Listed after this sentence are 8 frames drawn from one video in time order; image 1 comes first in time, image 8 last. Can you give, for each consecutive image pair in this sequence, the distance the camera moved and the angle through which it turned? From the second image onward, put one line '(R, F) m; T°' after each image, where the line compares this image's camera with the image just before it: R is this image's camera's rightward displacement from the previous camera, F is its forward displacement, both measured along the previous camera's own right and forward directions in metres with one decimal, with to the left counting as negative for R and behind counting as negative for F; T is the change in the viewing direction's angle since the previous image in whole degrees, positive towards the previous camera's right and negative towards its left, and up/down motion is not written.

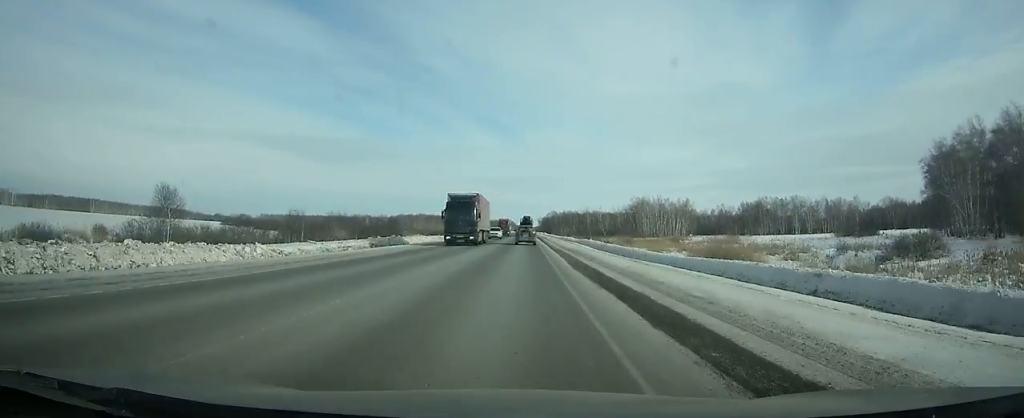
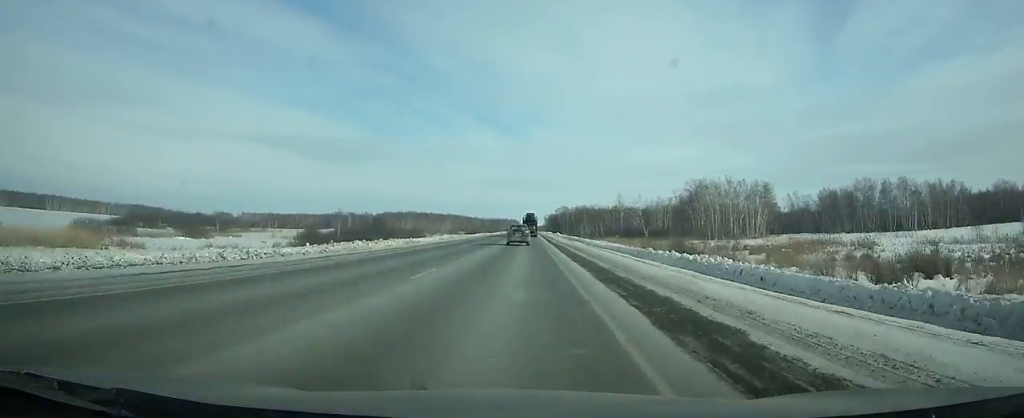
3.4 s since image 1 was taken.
(-0.1, +89.5) m; 0°
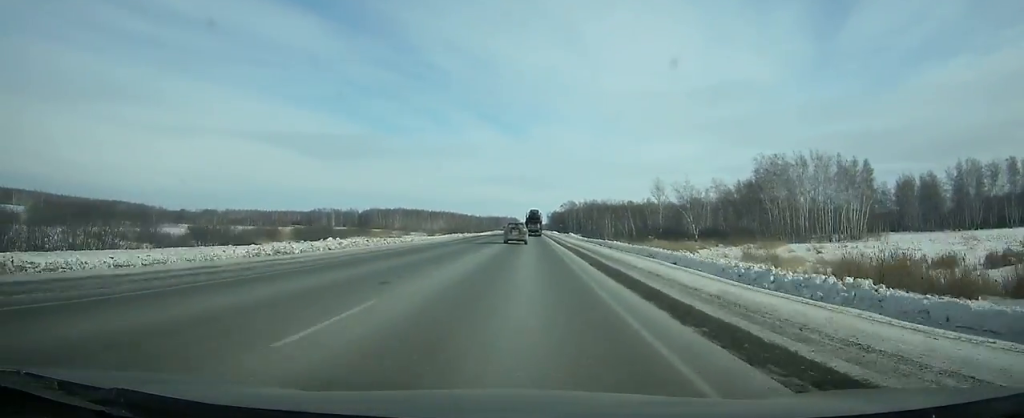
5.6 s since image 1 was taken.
(0.0, +57.2) m; 0°
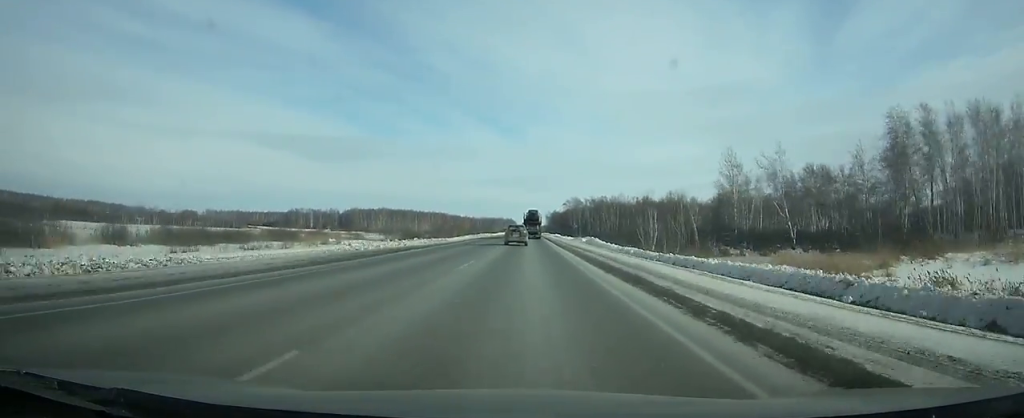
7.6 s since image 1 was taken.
(0.0, +51.8) m; 0°
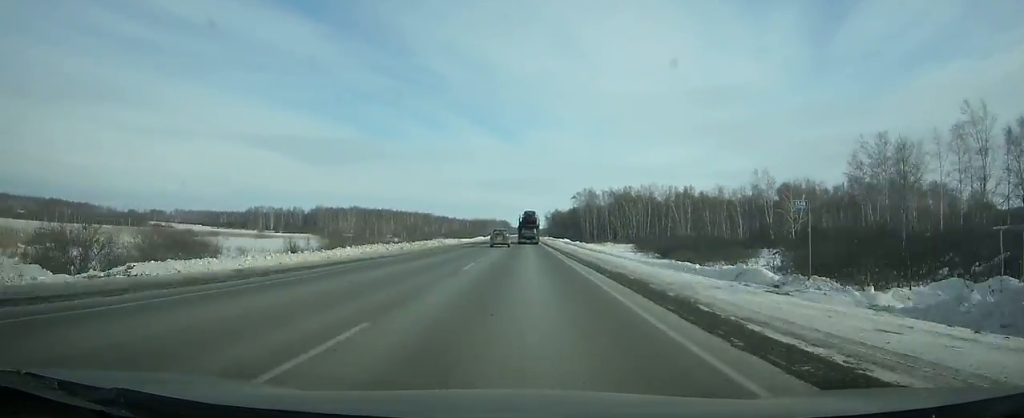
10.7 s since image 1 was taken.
(0.0, +80.4) m; 0°
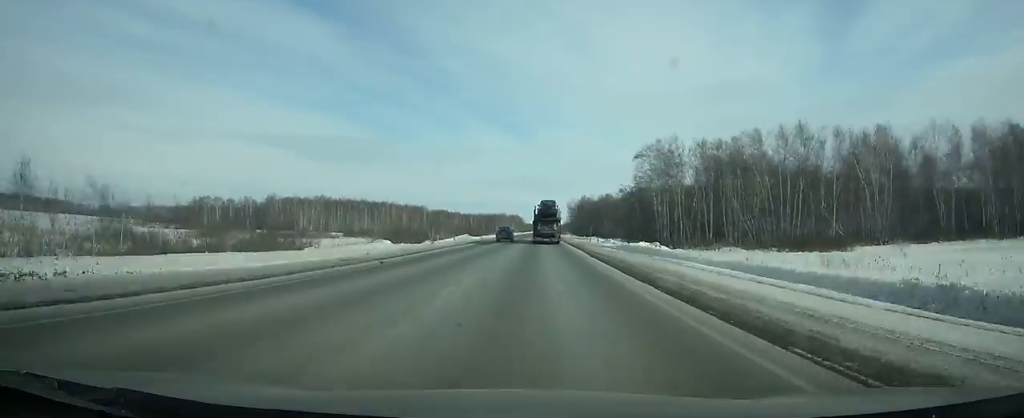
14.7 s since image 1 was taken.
(-0.6, +107.2) m; -1°
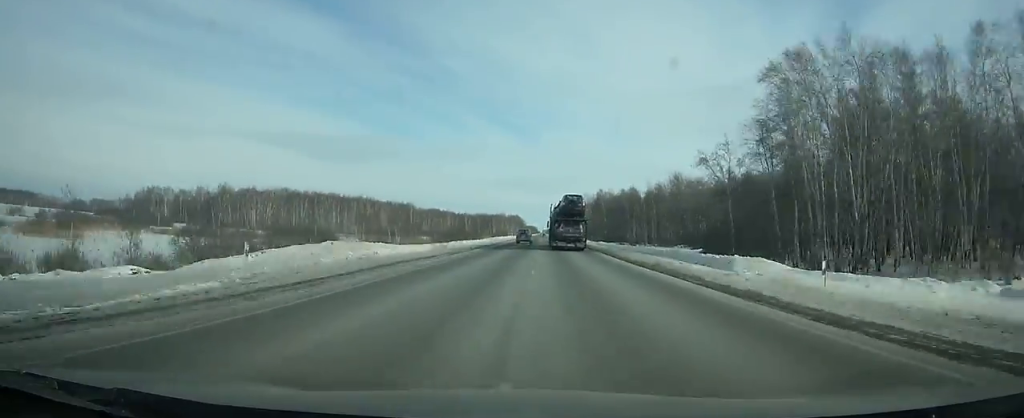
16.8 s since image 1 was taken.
(-0.3, +58.1) m; 0°
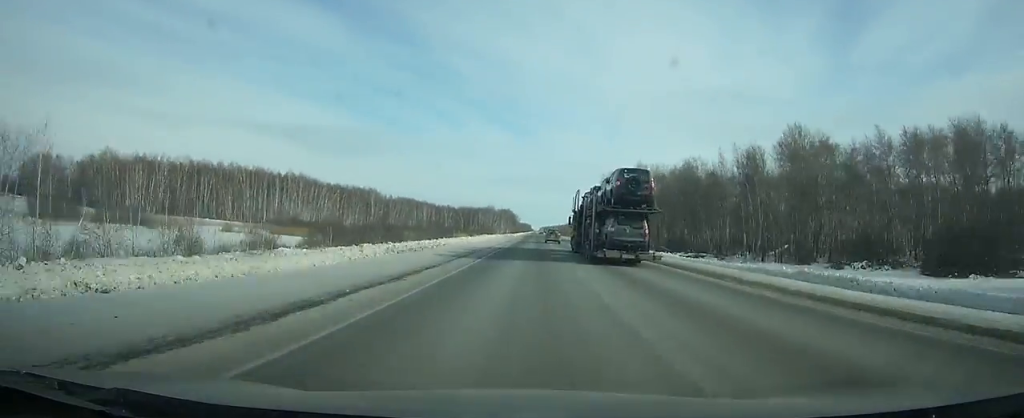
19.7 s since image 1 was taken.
(0.0, +83.9) m; 0°
